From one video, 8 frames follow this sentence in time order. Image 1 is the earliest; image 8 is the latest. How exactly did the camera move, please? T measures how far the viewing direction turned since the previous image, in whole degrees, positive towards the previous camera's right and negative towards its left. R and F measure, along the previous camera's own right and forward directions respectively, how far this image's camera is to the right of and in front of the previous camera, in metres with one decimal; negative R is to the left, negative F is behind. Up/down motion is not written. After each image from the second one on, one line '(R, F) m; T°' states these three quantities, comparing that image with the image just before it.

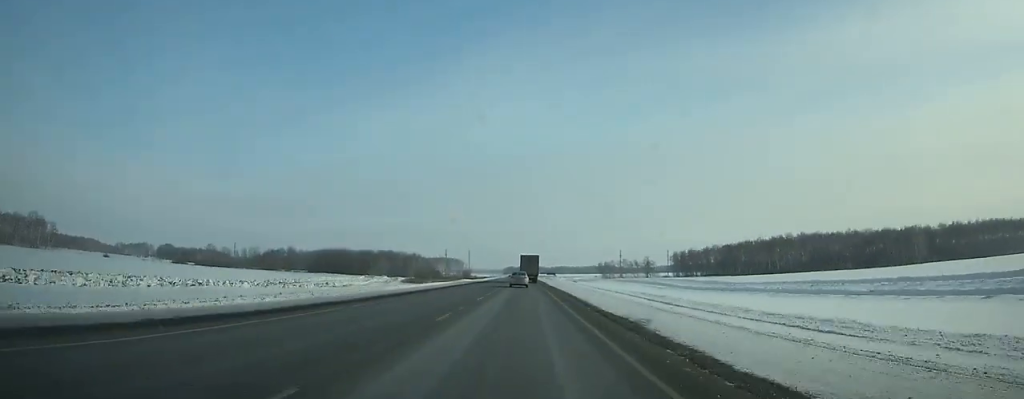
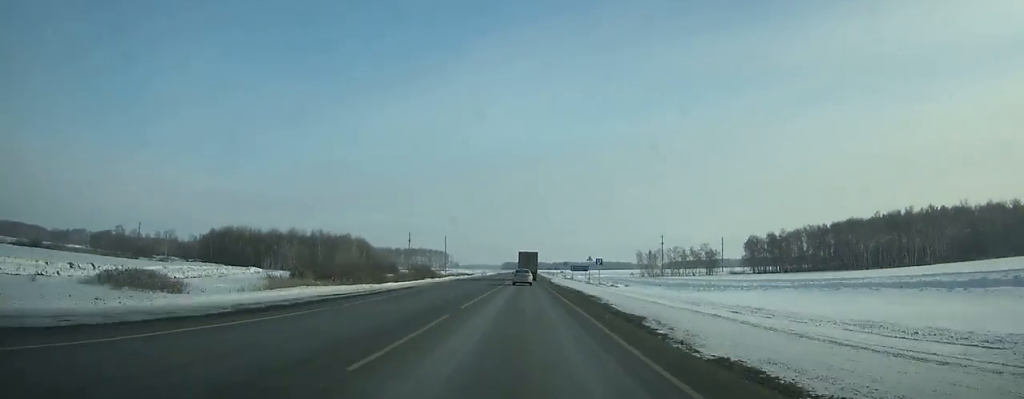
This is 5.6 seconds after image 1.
(+0.1, +128.3) m; 0°
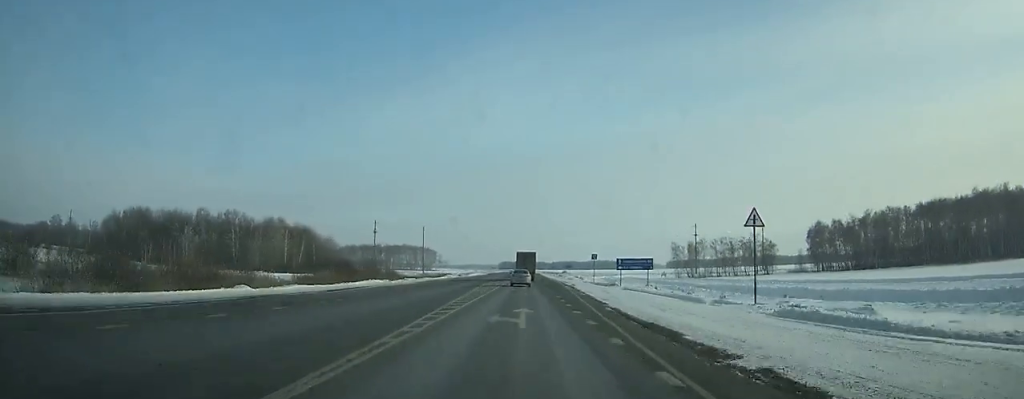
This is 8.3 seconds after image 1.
(+0.2, +60.0) m; 0°
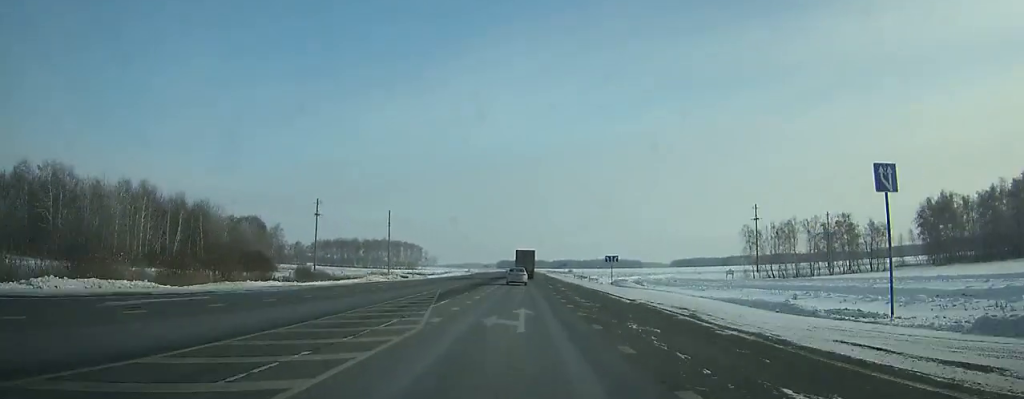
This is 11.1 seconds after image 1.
(+0.1, +60.1) m; 0°
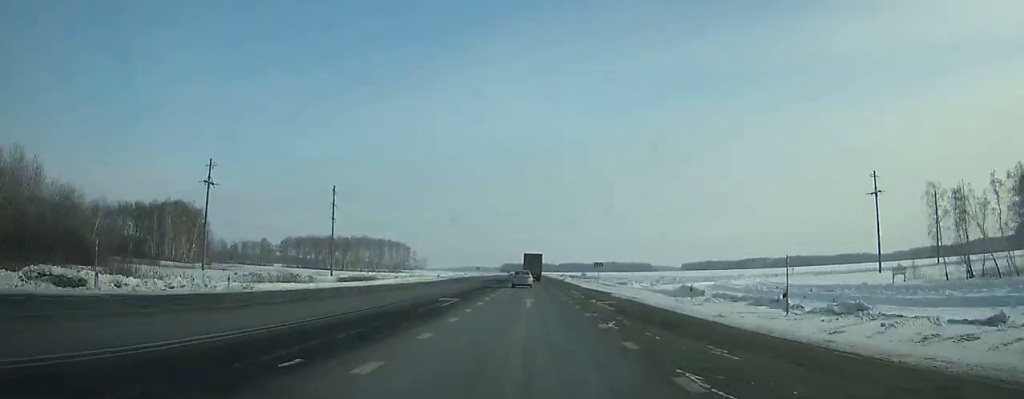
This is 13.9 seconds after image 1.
(-0.2, +58.5) m; 0°
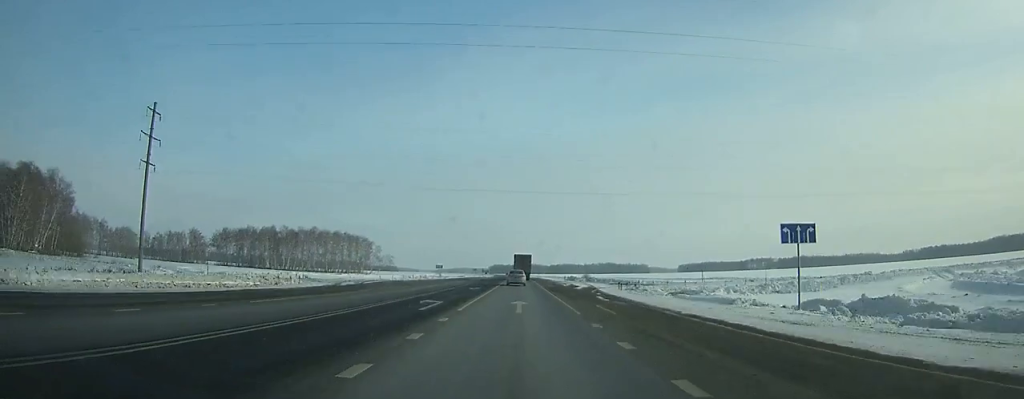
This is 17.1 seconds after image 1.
(+0.1, +66.2) m; 0°
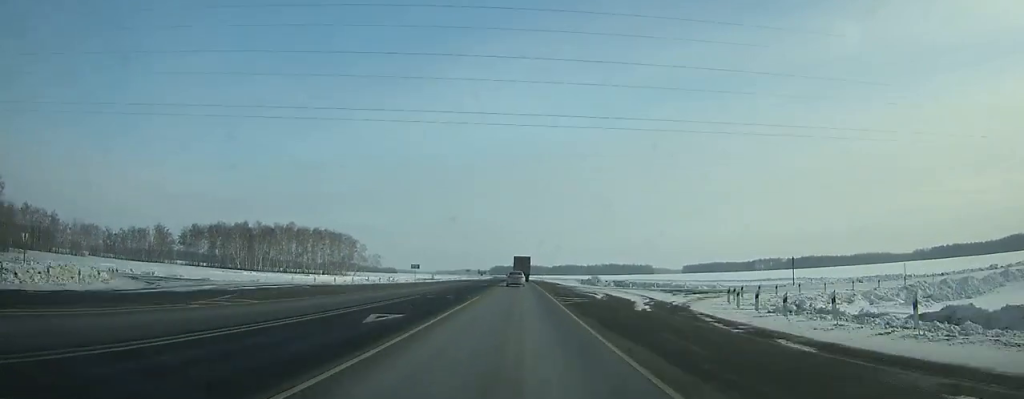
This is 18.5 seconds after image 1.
(0.0, +29.5) m; 0°
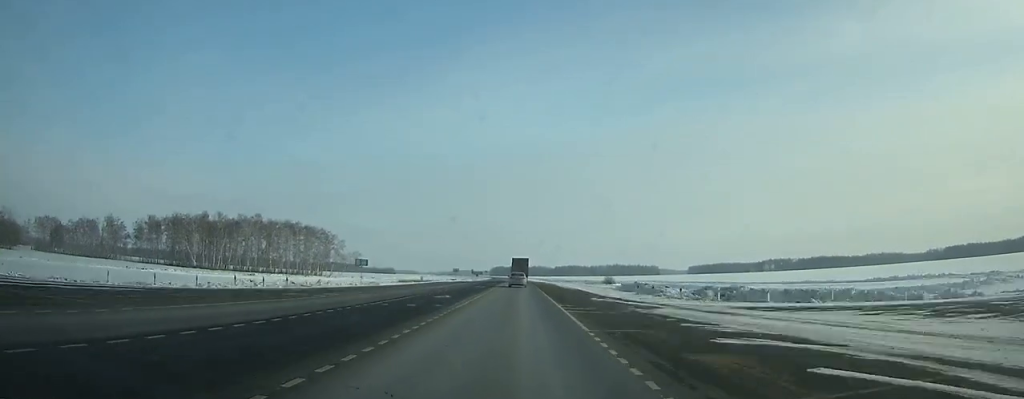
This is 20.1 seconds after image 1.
(0.0, +34.0) m; 0°
